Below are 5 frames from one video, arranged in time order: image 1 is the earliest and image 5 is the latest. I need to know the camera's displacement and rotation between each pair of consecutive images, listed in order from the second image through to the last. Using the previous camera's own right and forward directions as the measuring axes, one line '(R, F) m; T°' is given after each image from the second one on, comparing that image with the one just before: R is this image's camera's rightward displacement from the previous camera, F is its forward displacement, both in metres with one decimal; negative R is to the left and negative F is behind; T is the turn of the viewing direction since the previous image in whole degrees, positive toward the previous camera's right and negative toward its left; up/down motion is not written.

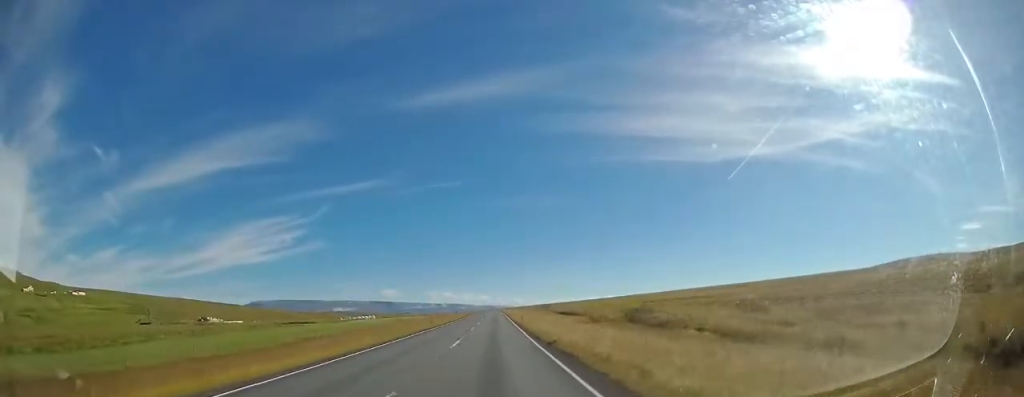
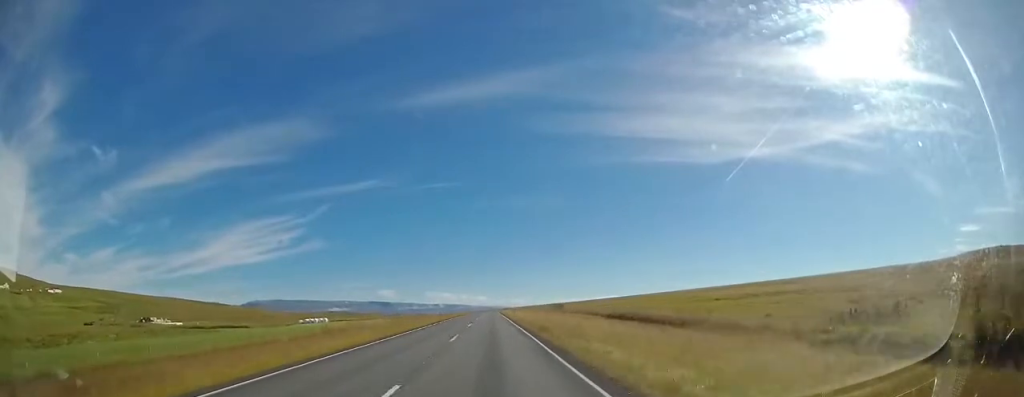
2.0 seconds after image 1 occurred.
(+0.8, +46.8) m; +1°
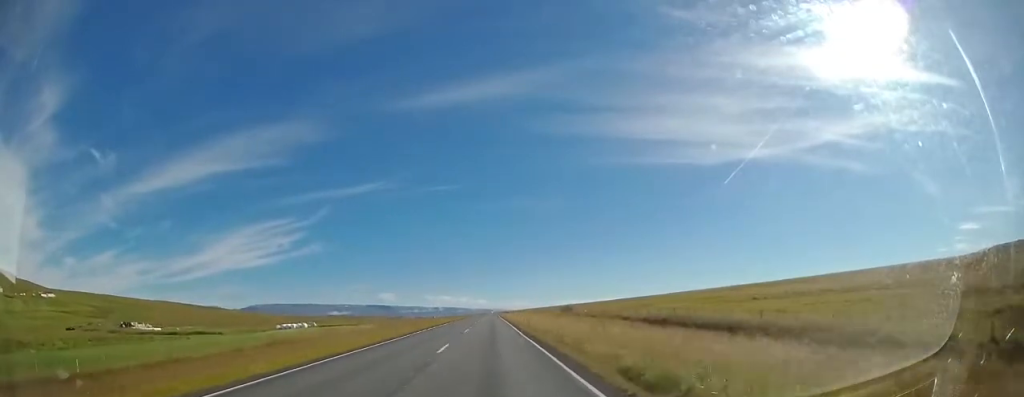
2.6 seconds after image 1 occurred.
(-0.2, +14.7) m; -1°
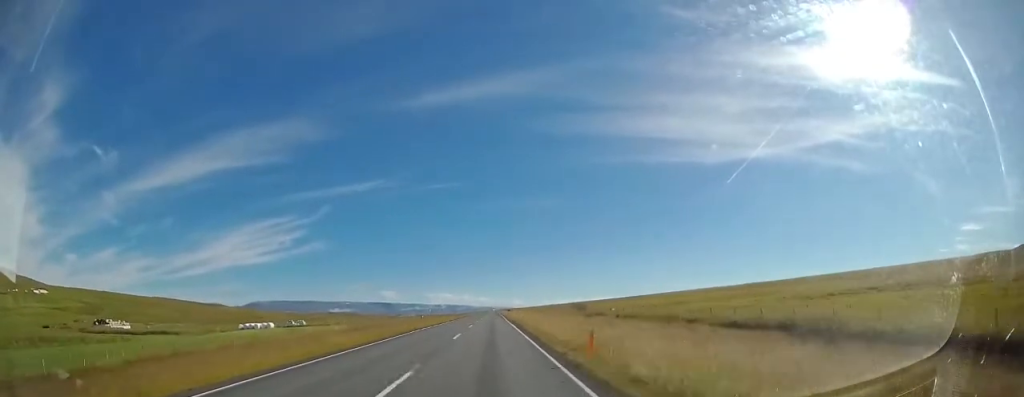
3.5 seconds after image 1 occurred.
(-0.2, +19.3) m; -1°
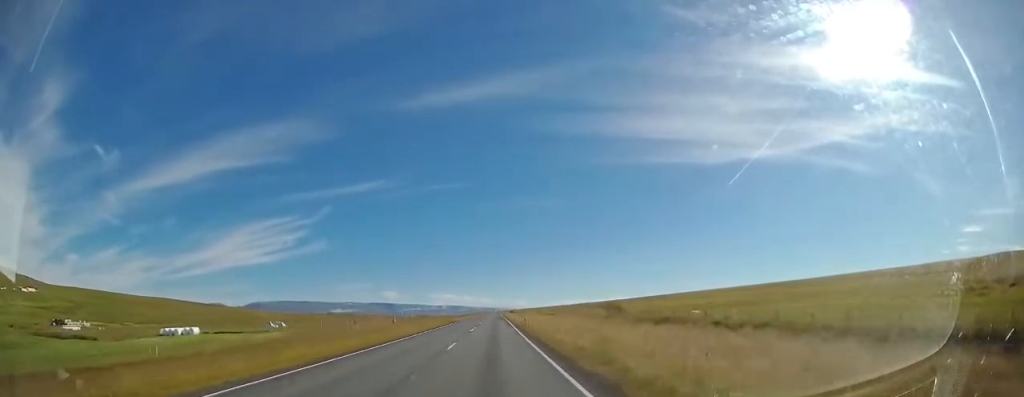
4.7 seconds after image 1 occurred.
(0.0, +27.6) m; -1°
